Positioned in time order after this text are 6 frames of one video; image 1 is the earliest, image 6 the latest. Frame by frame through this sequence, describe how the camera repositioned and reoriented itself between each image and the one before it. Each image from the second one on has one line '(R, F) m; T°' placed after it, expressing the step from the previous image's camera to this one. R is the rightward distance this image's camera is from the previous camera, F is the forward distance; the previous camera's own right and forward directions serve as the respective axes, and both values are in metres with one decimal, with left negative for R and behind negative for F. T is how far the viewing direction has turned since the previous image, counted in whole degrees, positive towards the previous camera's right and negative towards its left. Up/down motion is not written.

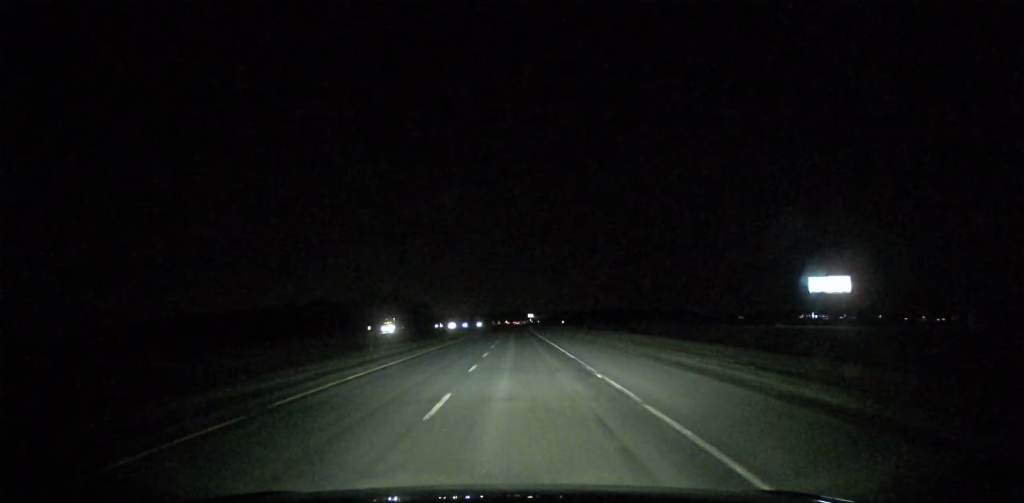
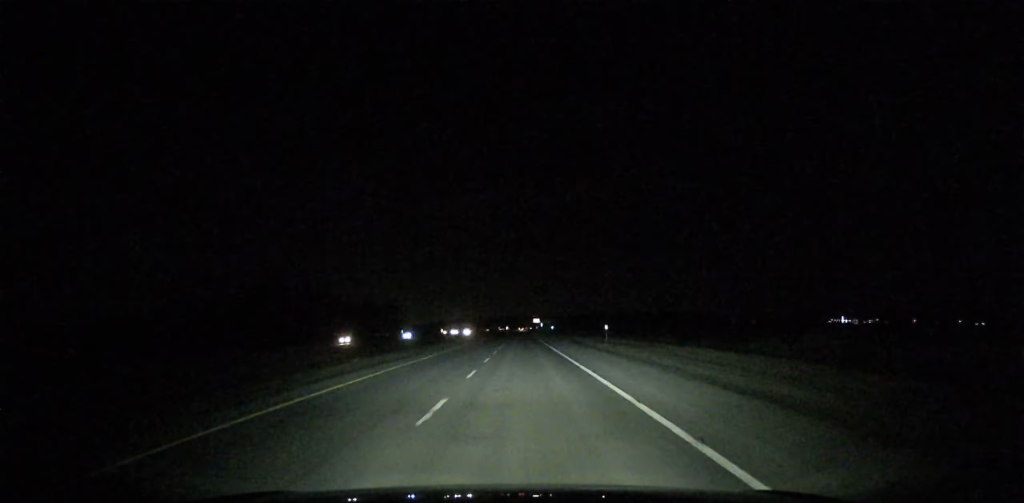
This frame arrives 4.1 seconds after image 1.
(0.0, +152.4) m; 0°
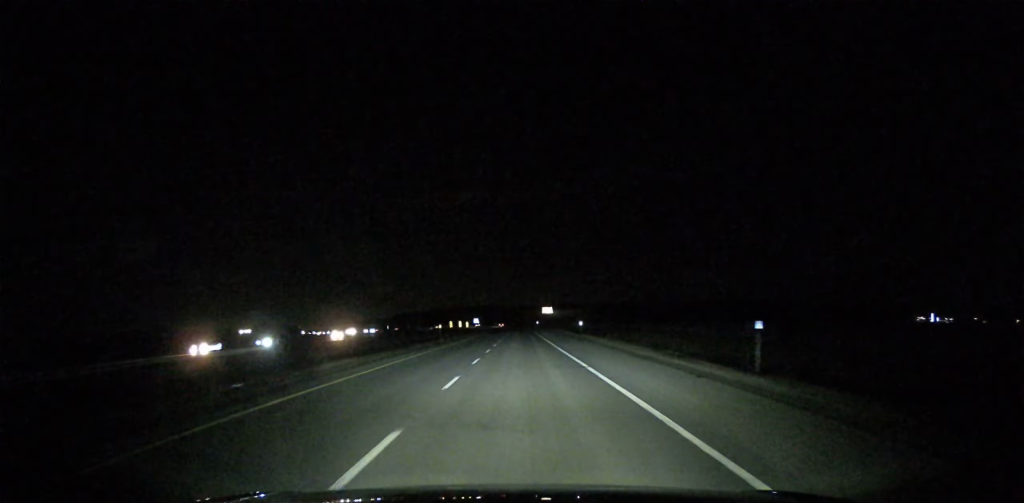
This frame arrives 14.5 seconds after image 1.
(-3.7, +442.4) m; -3°
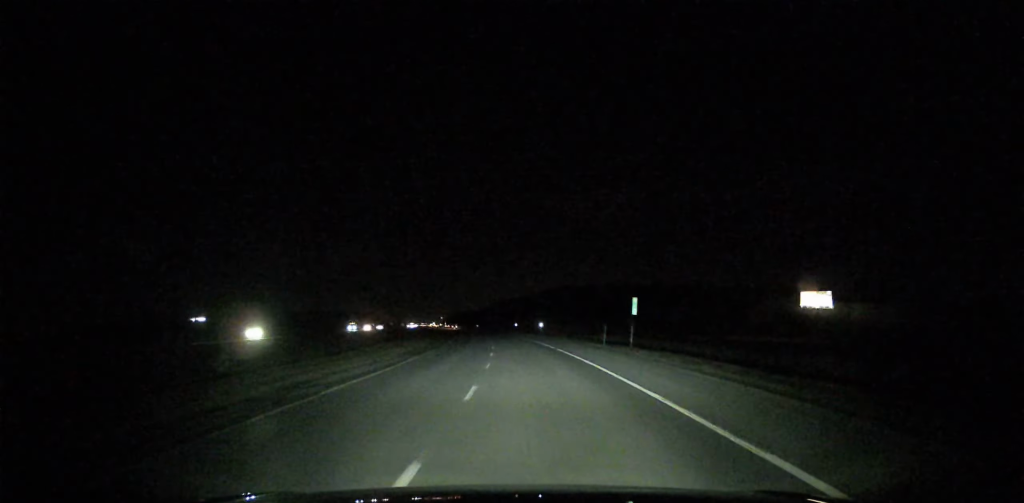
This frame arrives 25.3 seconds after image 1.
(-48.1, +405.2) m; -15°
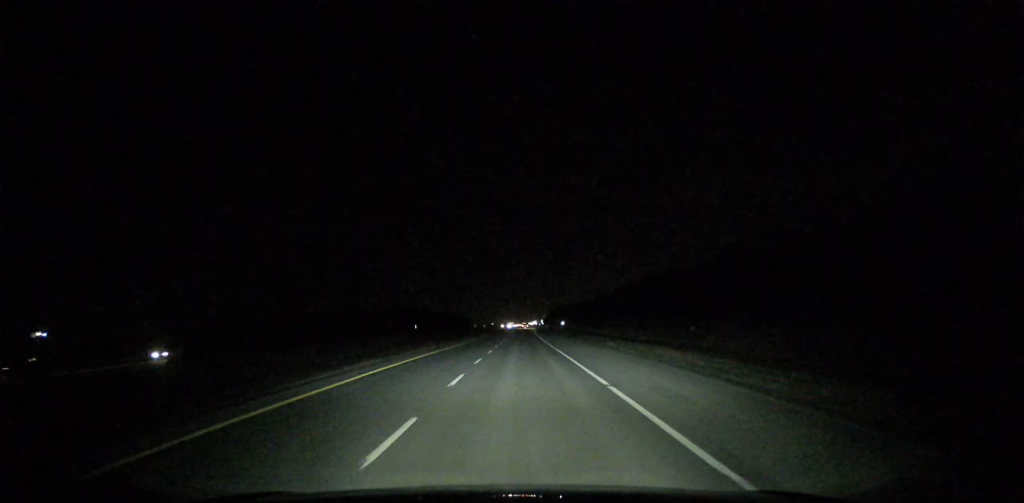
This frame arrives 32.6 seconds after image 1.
(-9.0, +175.8) m; -3°
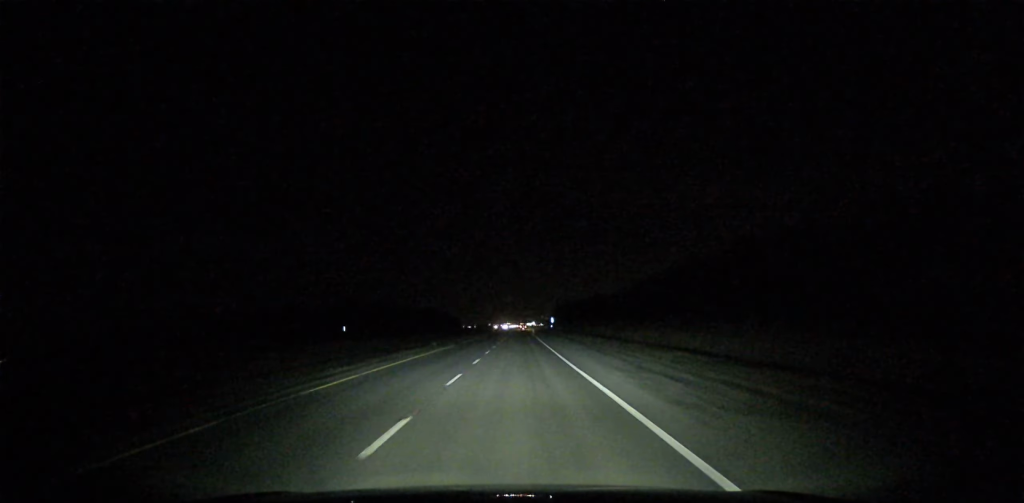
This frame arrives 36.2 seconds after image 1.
(-0.2, +106.5) m; 0°
